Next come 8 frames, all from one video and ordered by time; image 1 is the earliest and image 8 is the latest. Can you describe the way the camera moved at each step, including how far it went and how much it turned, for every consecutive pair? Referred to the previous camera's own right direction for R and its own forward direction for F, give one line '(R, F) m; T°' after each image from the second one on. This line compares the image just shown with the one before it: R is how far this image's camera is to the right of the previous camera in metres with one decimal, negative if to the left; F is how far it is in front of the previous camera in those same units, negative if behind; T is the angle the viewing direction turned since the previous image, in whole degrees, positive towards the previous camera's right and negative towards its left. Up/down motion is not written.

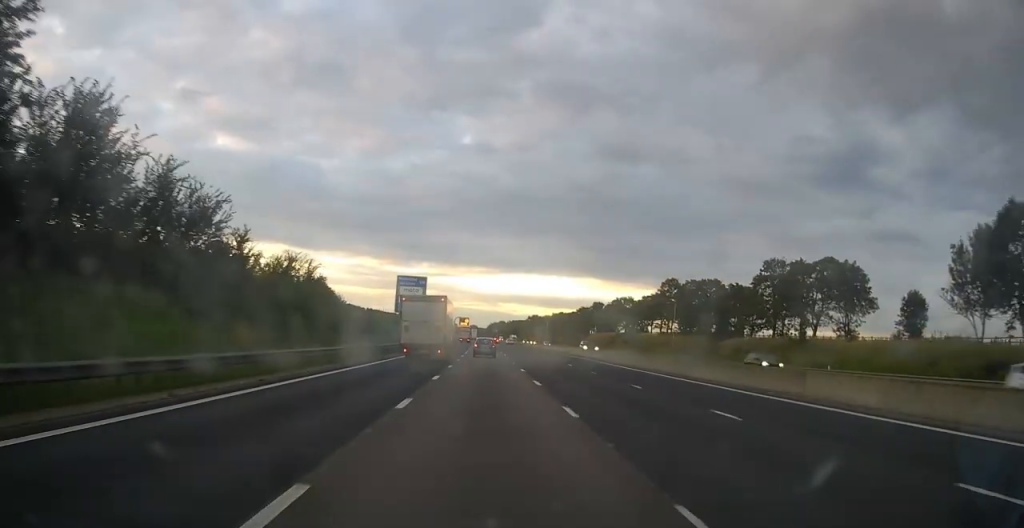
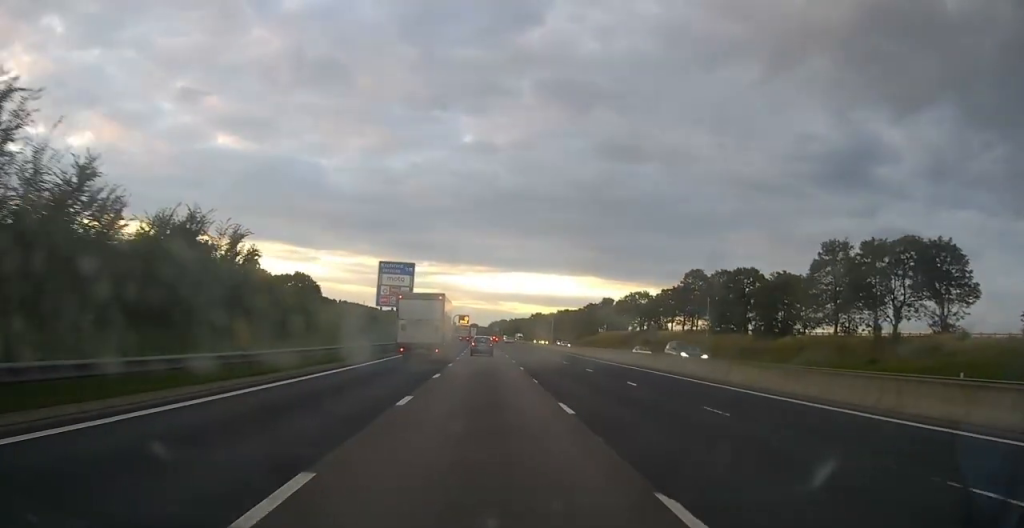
(0.0, +17.1) m; 0°
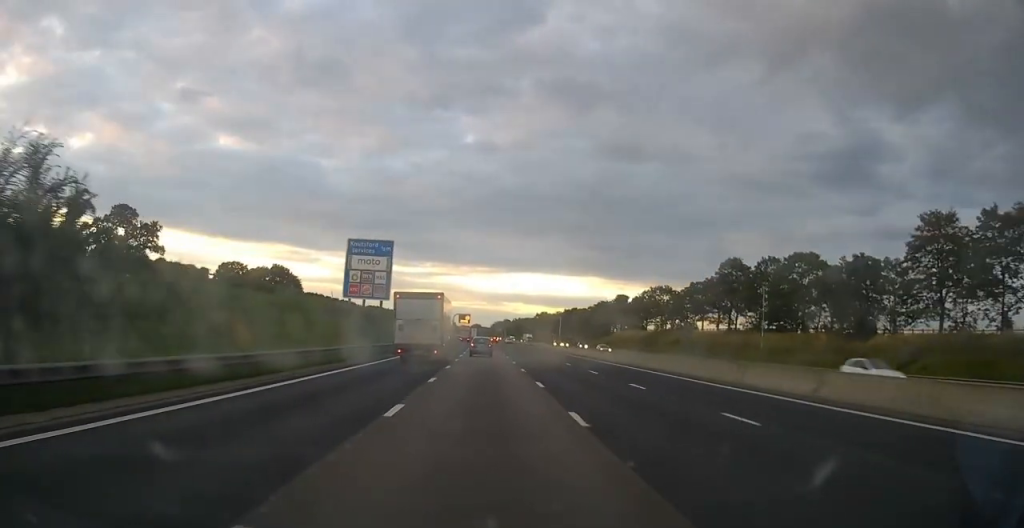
(0.0, +19.6) m; 0°
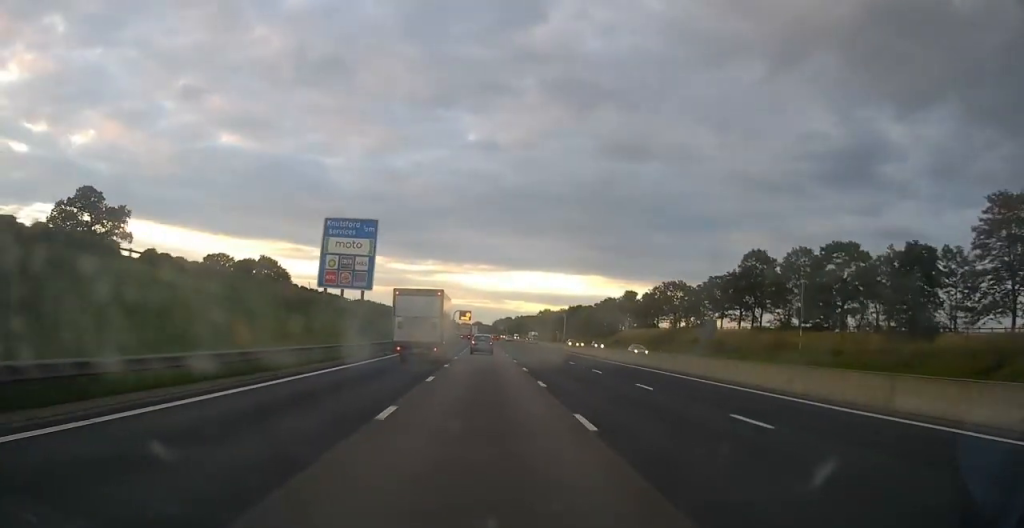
(0.0, +9.8) m; 0°
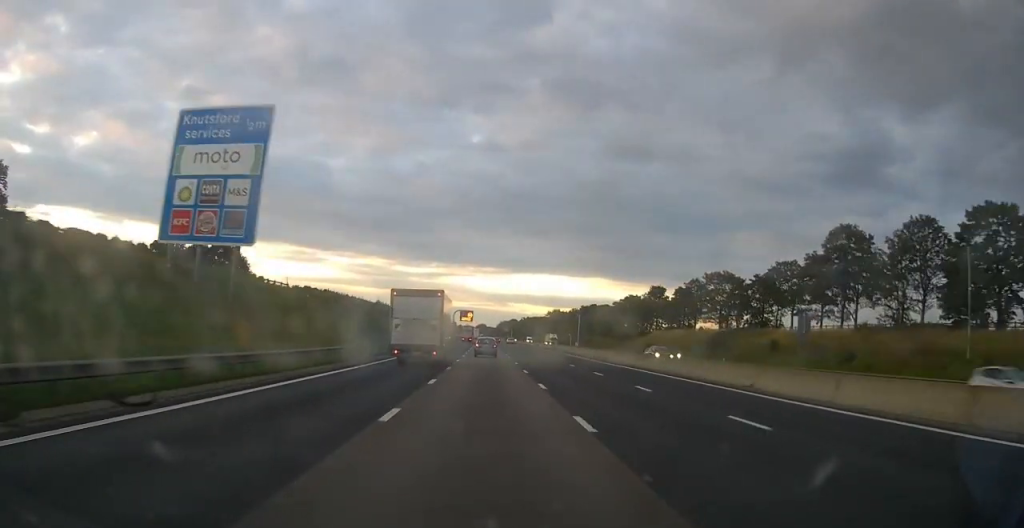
(-0.1, +27.0) m; 0°
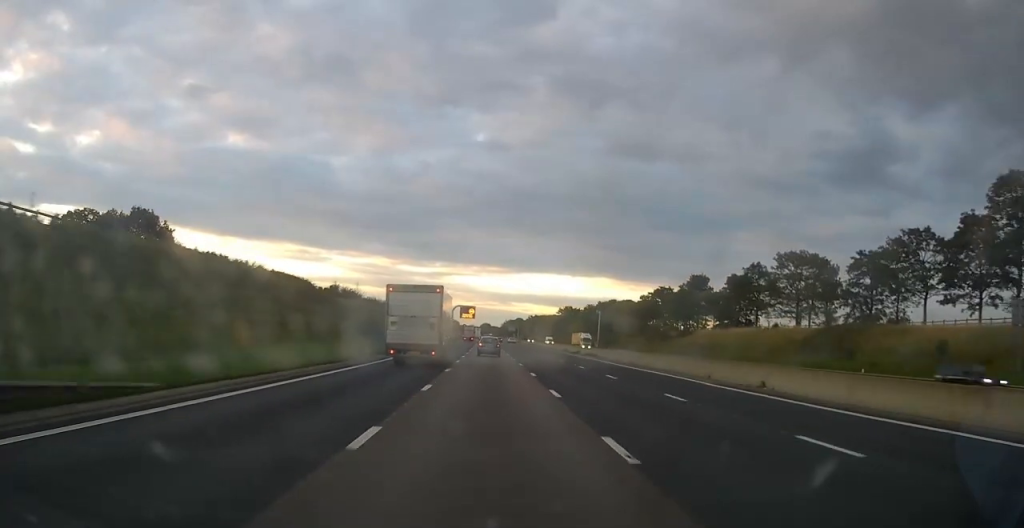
(0.0, +30.2) m; 0°
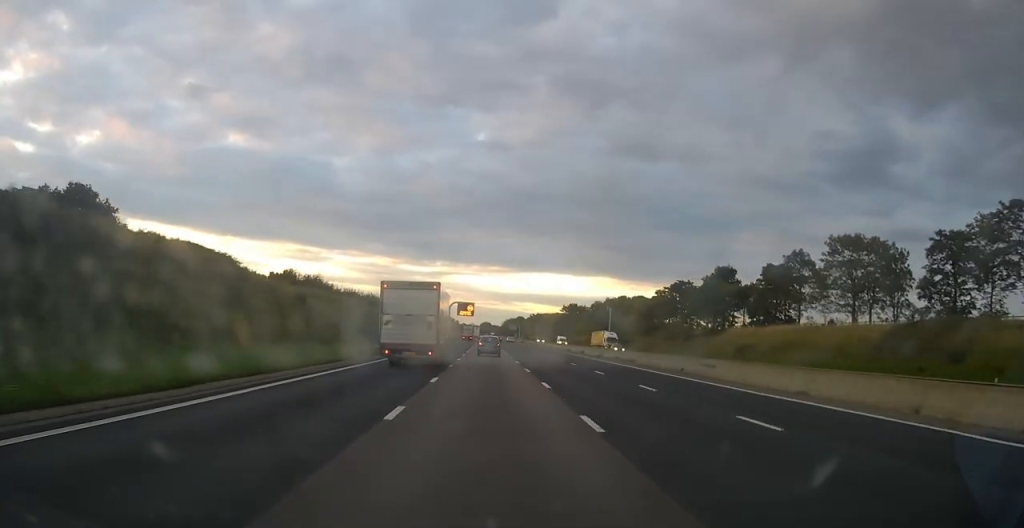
(0.0, +15.5) m; 0°
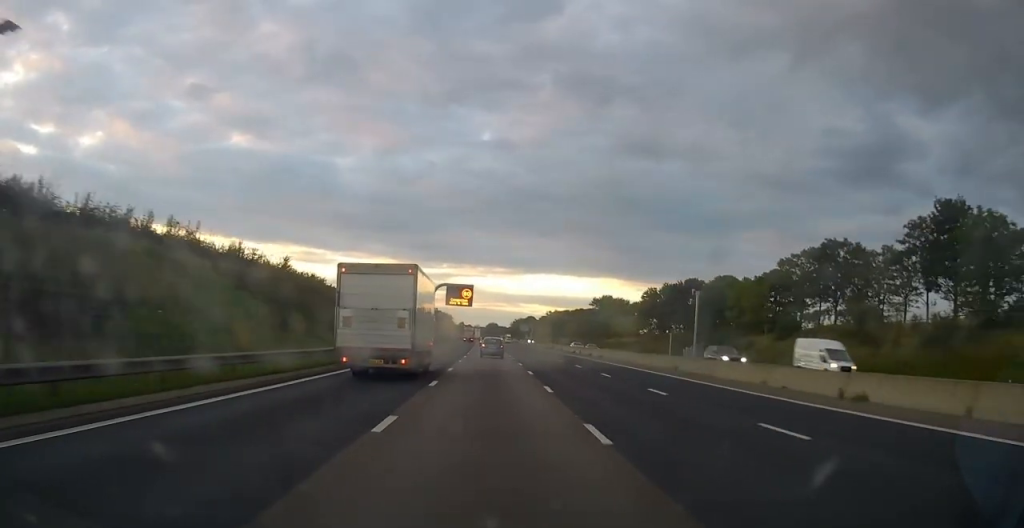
(+0.1, +64.5) m; 0°
